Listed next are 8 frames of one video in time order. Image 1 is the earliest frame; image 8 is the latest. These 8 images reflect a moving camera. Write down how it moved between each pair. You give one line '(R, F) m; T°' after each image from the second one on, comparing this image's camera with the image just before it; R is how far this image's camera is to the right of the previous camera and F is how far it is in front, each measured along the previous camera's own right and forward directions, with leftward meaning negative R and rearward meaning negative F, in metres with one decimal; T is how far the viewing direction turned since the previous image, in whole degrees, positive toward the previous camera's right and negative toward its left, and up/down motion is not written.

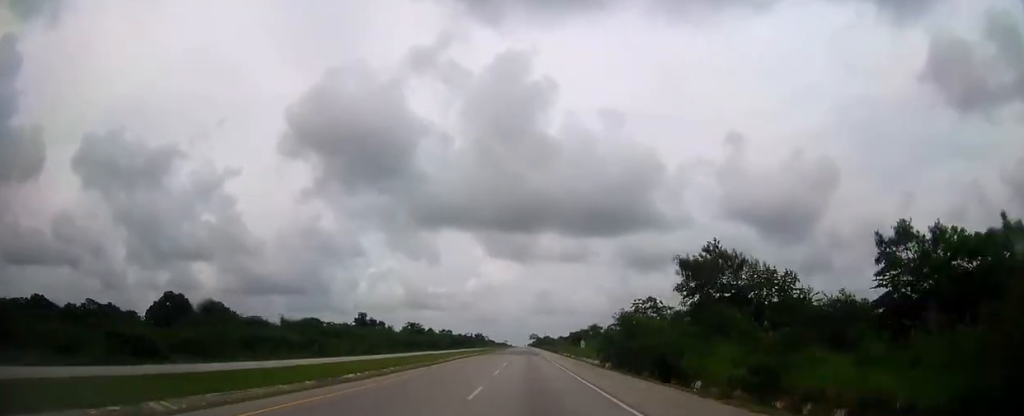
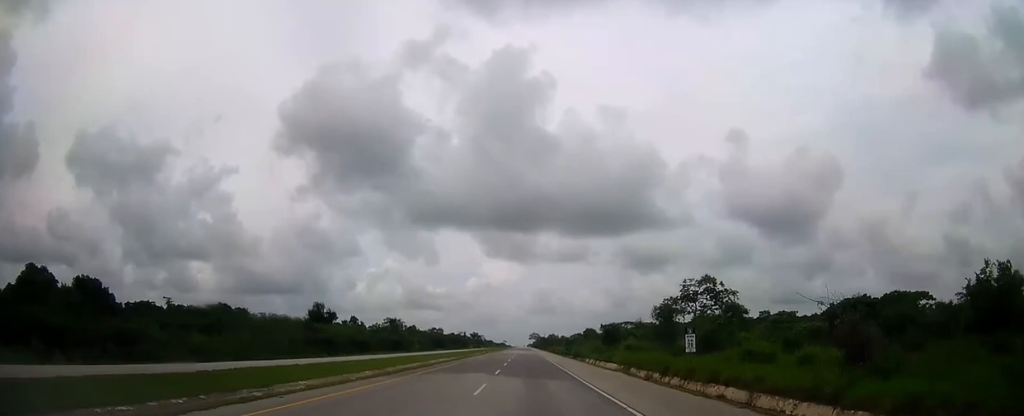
(0.0, +46.6) m; 0°
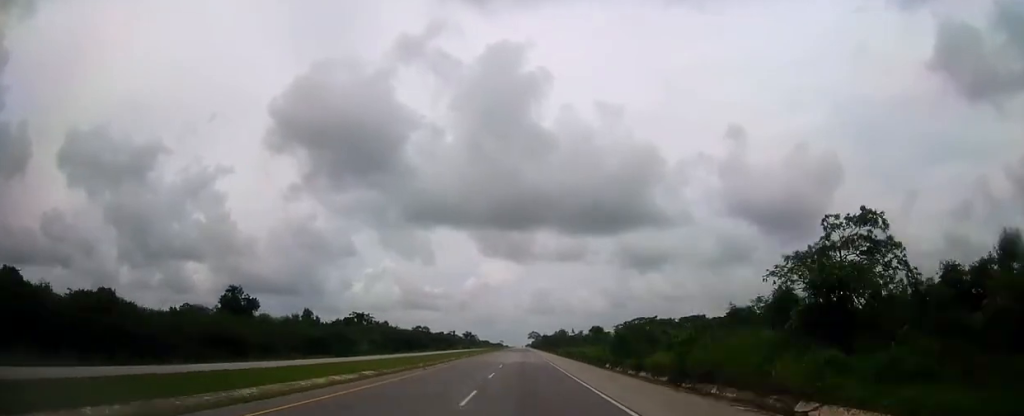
(-0.1, +49.5) m; 0°
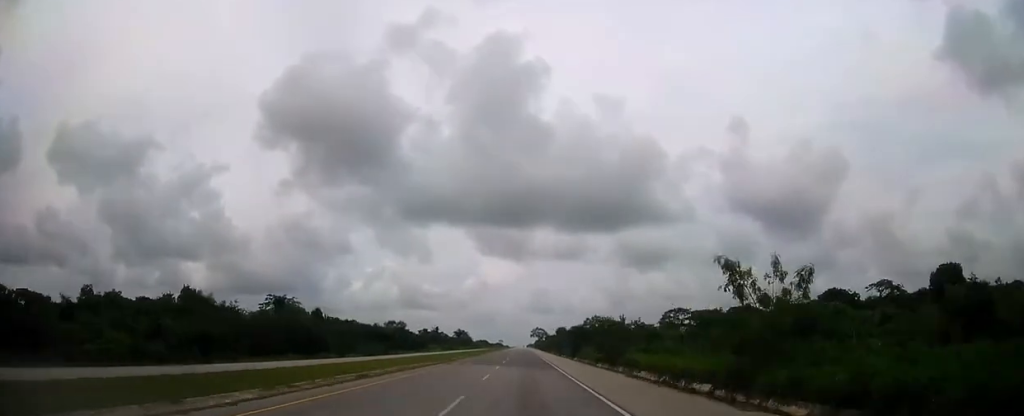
(+0.1, +75.5) m; 0°
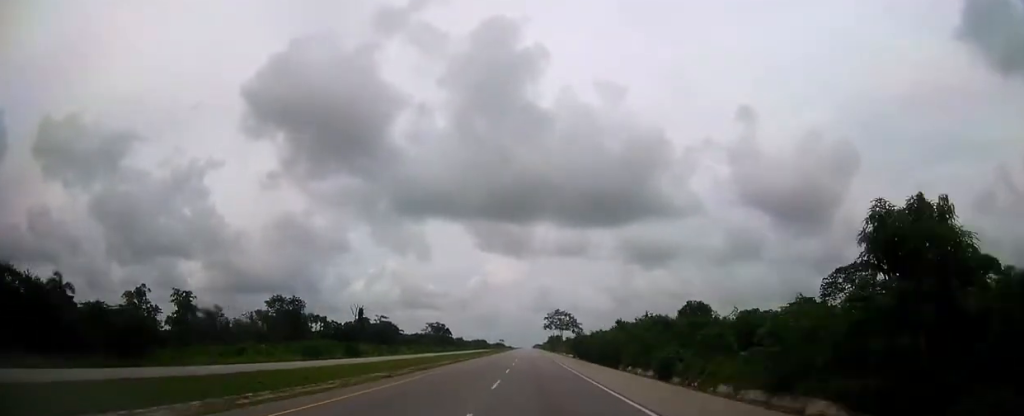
(-0.5, +135.7) m; 0°
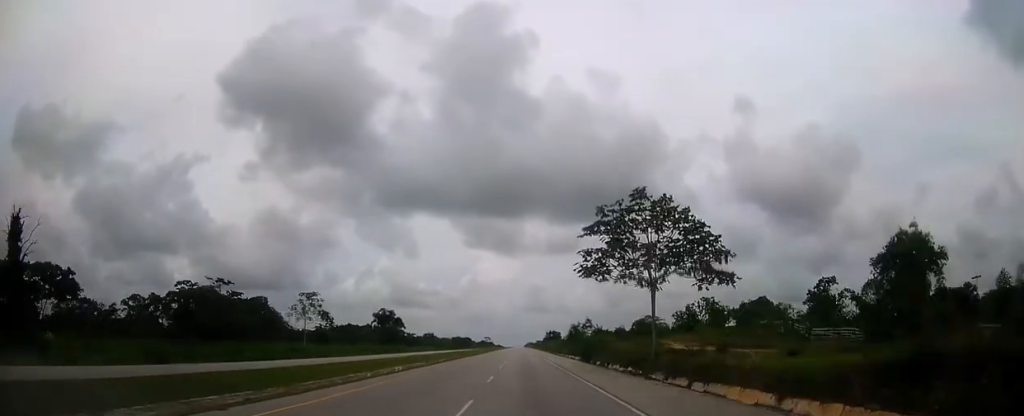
(+0.2, +104.8) m; 0°
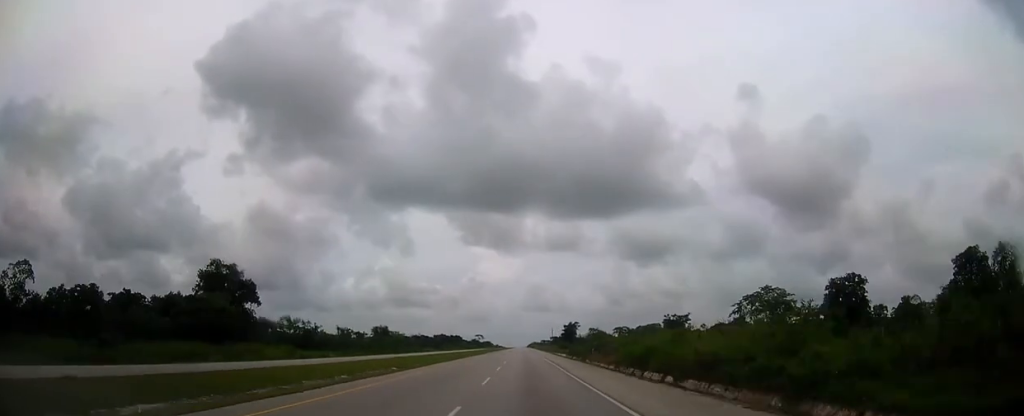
(+0.1, +121.7) m; 0°
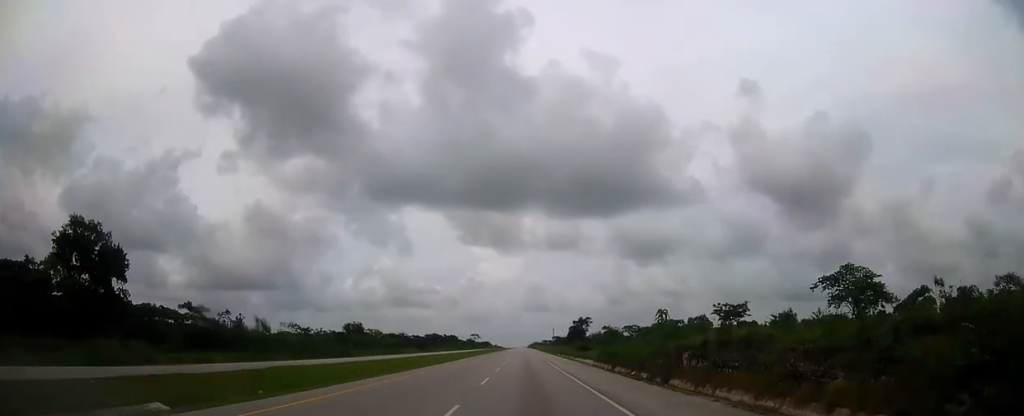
(0.0, +35.0) m; 0°
